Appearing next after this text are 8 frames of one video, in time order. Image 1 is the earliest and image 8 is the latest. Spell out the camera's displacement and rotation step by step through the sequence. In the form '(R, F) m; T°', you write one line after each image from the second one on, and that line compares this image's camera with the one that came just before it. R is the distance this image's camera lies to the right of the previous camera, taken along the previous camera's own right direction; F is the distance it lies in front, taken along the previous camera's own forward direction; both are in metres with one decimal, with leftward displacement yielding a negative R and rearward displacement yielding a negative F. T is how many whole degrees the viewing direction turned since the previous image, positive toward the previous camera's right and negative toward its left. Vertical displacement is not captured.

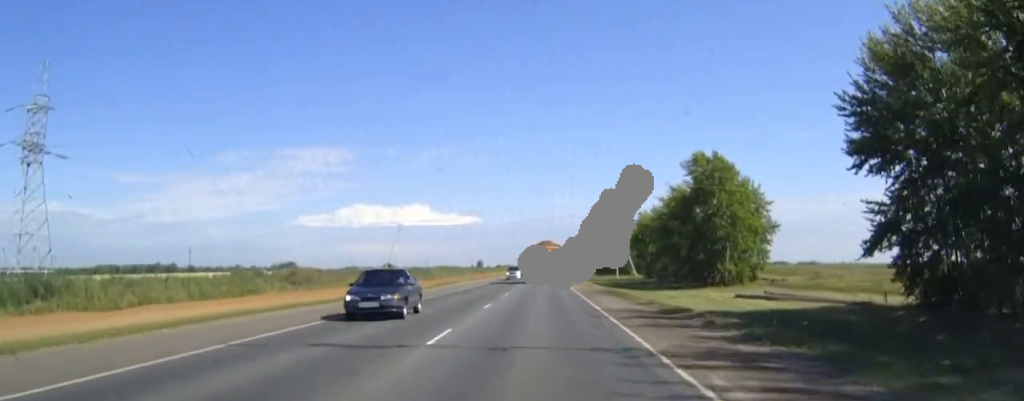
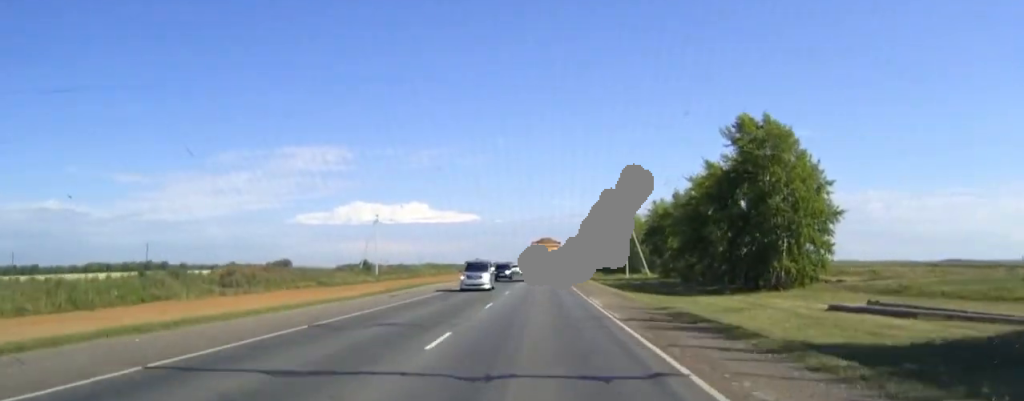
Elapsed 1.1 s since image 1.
(0.0, +24.5) m; 0°
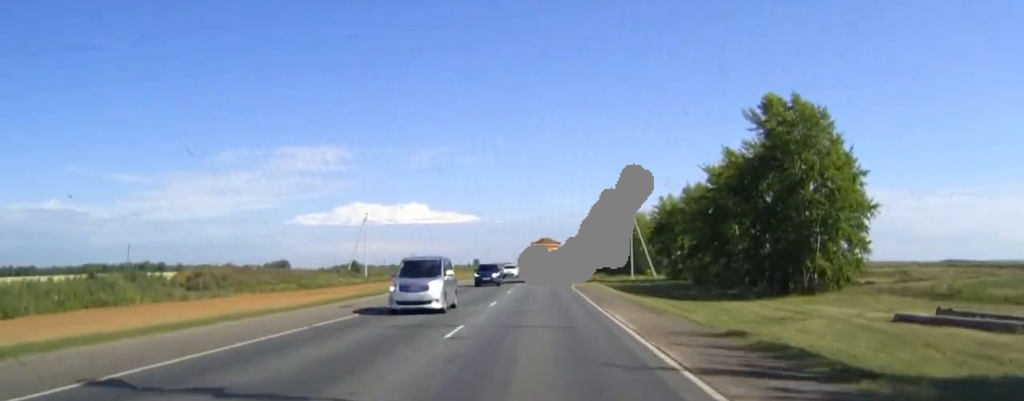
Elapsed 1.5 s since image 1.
(0.0, +9.7) m; 0°
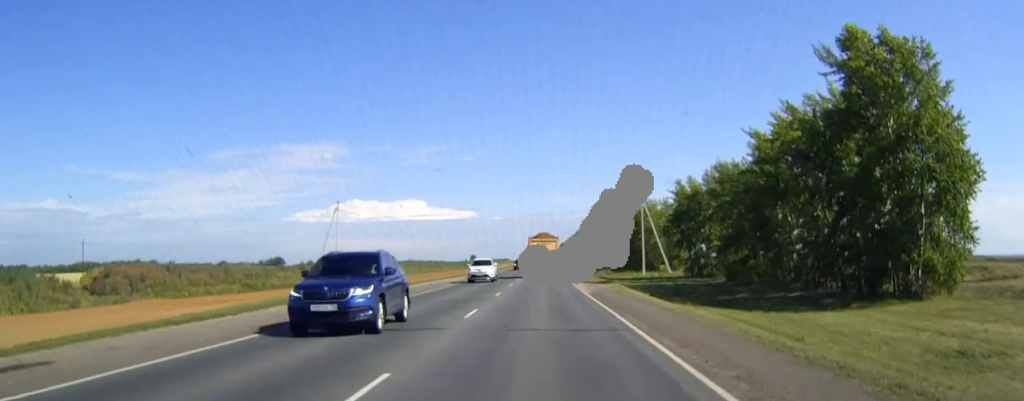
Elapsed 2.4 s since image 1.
(+0.1, +20.3) m; 0°
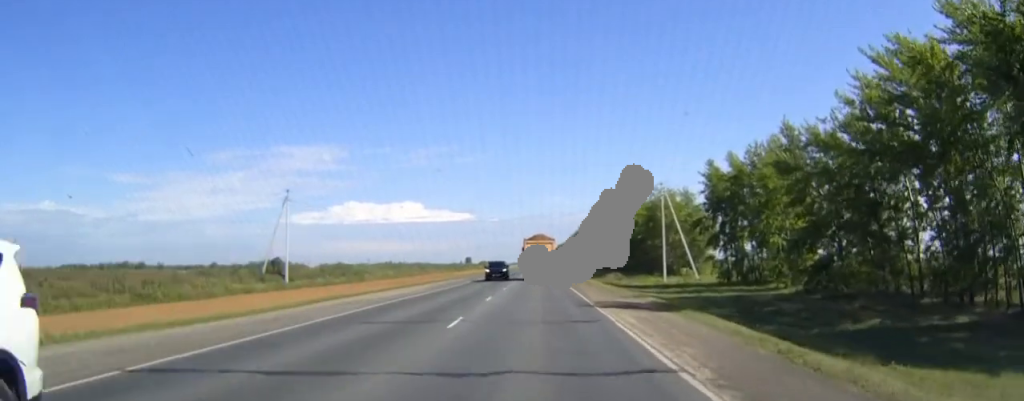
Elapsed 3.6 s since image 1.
(0.0, +26.0) m; 0°
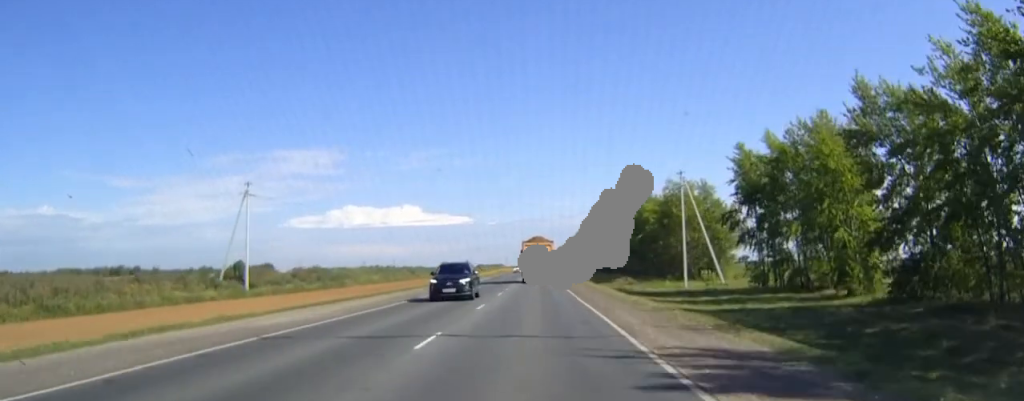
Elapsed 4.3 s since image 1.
(0.0, +15.6) m; 0°
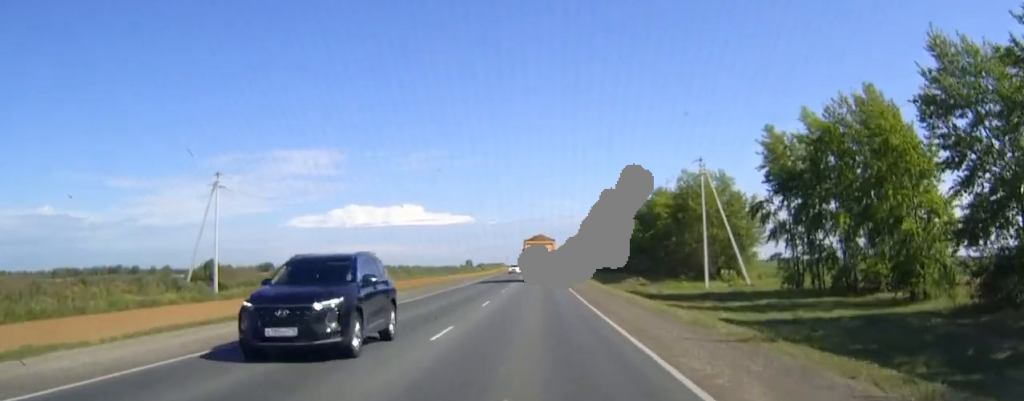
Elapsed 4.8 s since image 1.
(0.0, +10.4) m; 0°
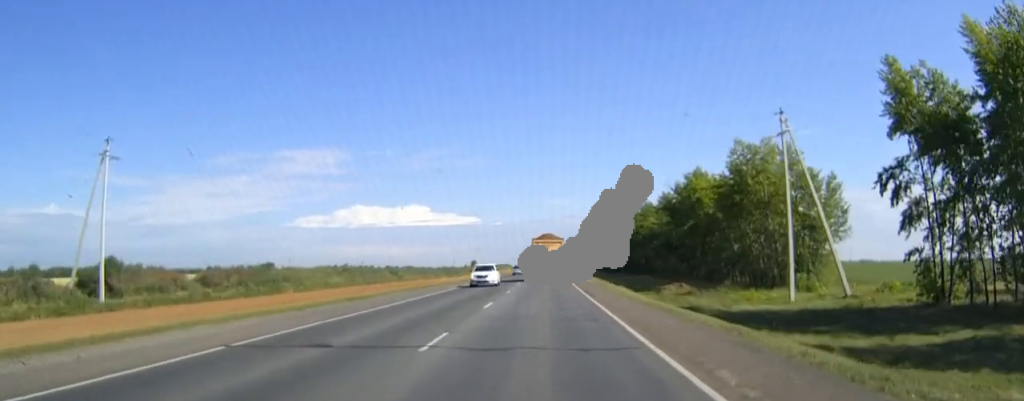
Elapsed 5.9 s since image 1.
(-0.1, +26.1) m; 0°
